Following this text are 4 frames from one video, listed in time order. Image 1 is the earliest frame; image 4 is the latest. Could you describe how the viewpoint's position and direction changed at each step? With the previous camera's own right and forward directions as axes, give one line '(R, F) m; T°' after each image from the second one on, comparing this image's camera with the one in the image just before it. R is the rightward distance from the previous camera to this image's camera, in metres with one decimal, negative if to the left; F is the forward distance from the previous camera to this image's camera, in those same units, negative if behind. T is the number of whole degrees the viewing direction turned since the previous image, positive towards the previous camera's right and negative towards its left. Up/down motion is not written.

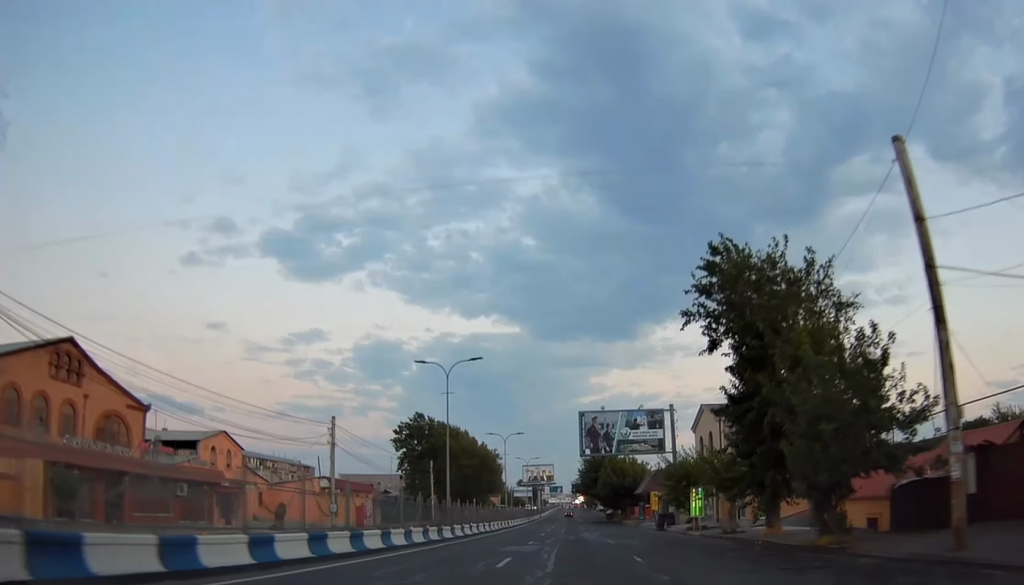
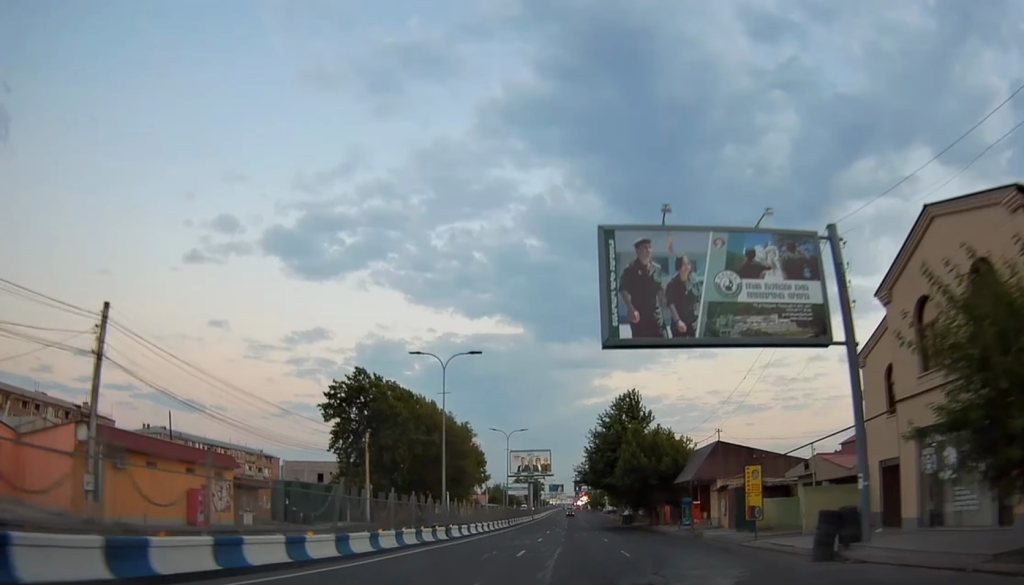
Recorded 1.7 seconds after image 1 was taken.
(-0.2, +32.6) m; +1°
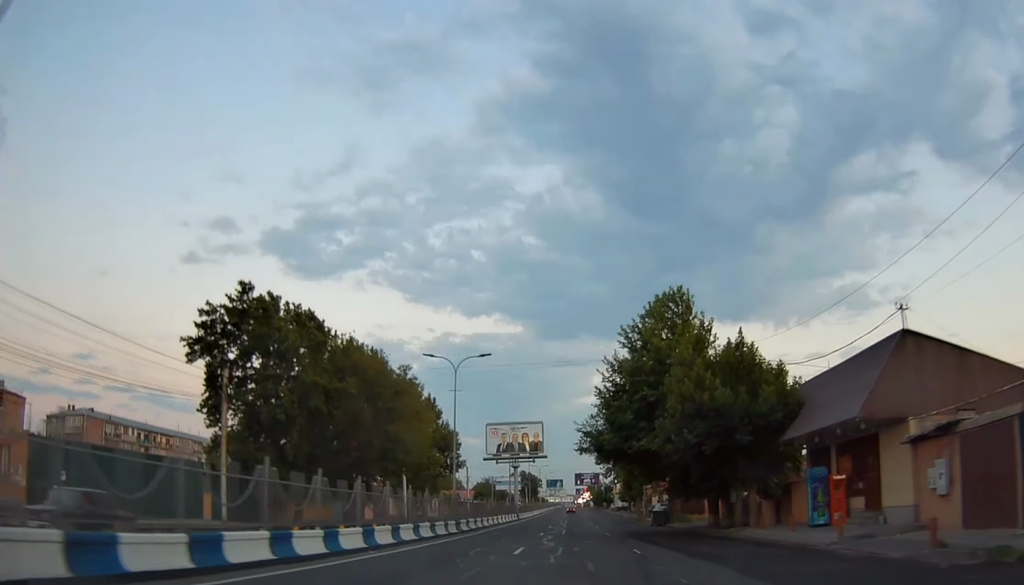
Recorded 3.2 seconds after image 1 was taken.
(+0.8, +29.1) m; 0°
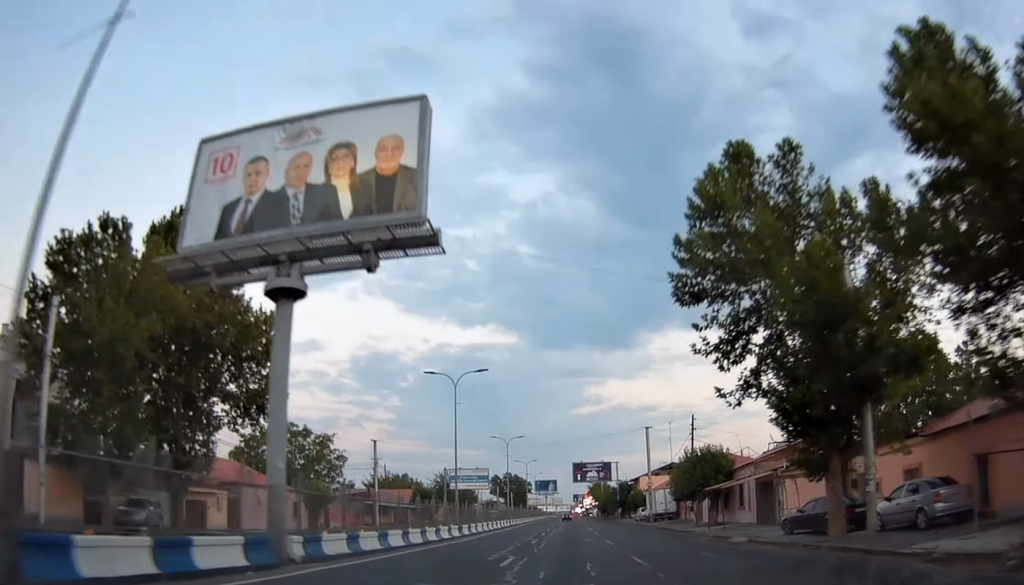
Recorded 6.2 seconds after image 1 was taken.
(-0.4, +59.8) m; 0°
